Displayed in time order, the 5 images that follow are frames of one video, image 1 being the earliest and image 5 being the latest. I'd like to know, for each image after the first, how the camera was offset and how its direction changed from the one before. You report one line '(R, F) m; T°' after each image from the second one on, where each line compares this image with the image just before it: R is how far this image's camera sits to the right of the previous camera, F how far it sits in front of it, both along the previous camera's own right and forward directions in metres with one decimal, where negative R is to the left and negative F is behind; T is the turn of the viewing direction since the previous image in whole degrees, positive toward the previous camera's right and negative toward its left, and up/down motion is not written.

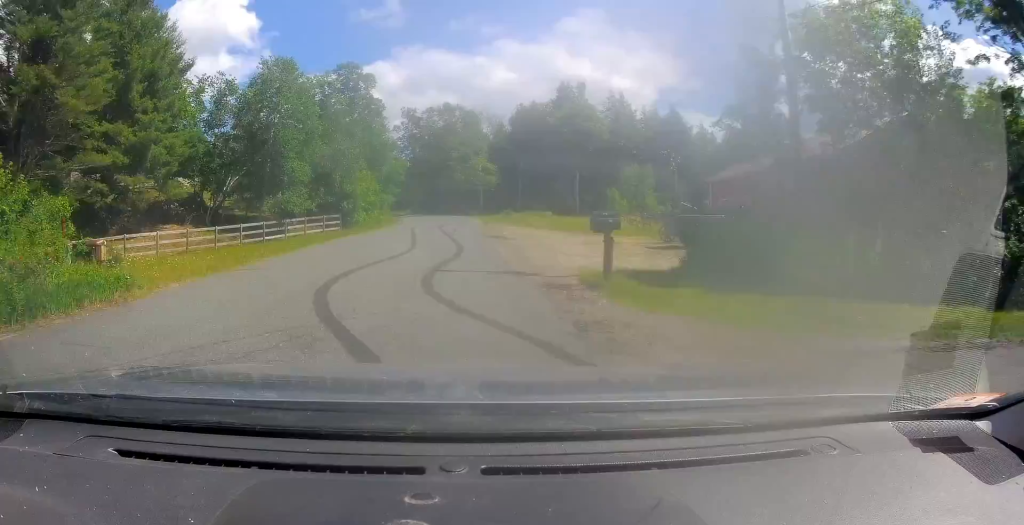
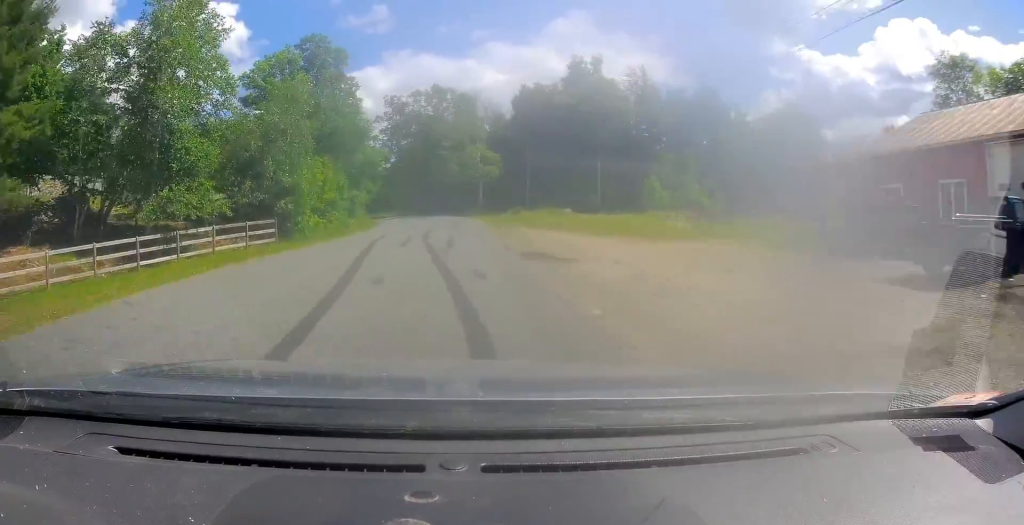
(0.0, +17.0) m; +1°
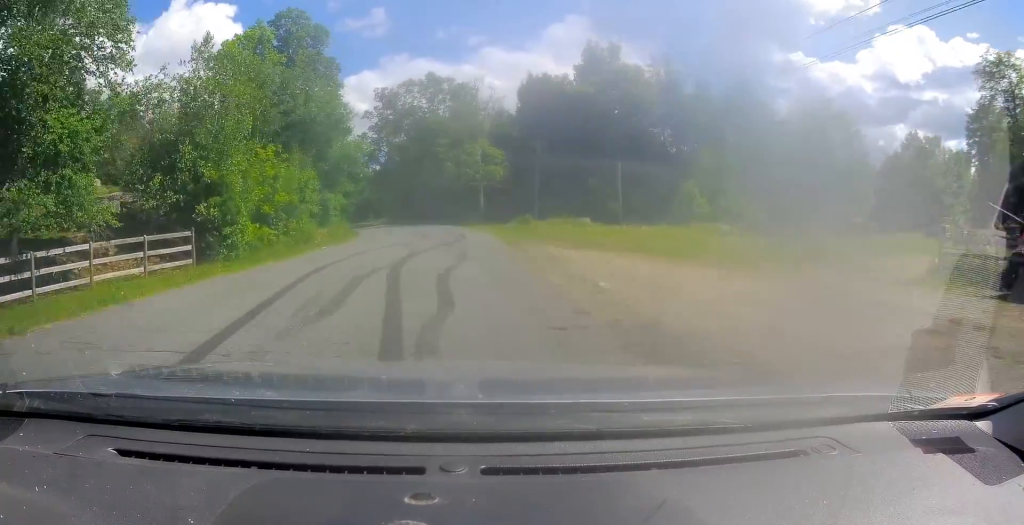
(+0.3, +10.0) m; +1°
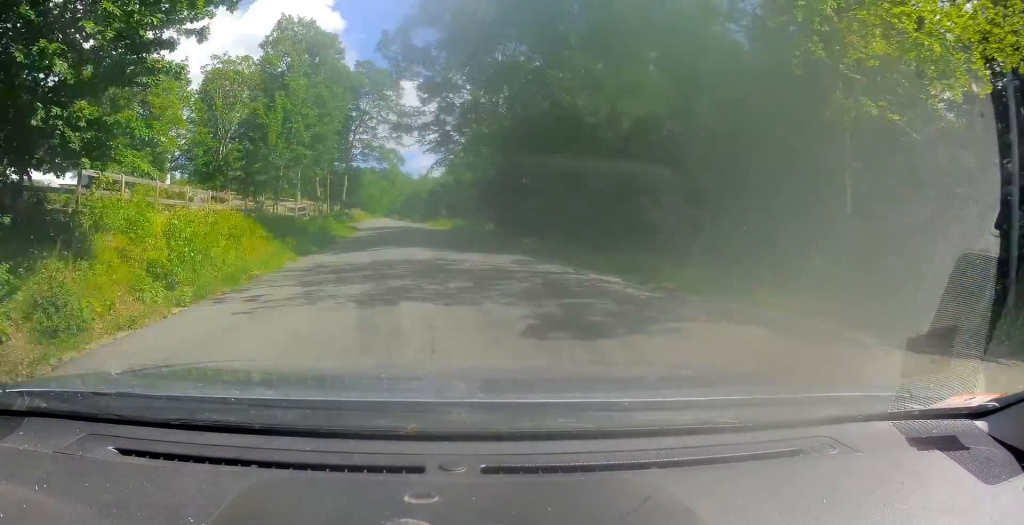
(-4.0, +47.4) m; -9°
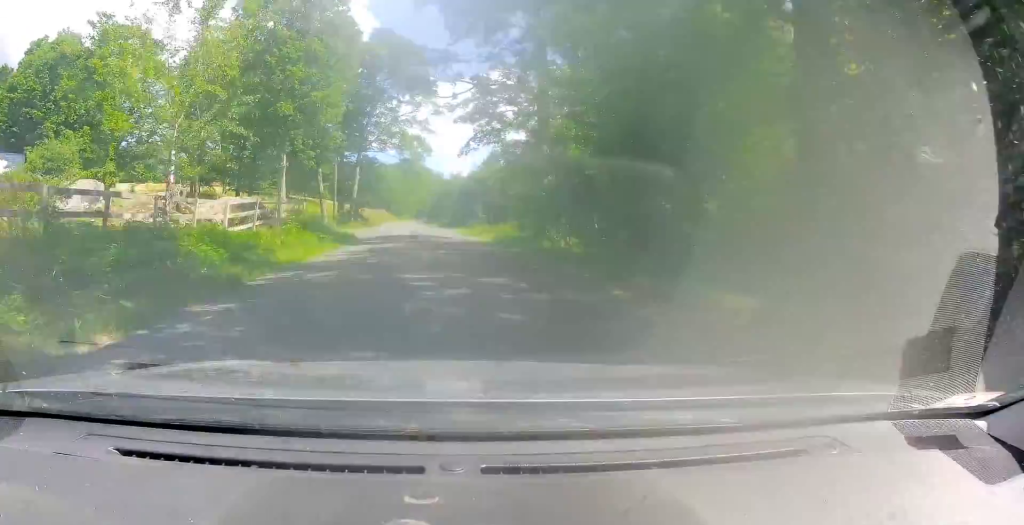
(-0.5, +17.7) m; -3°
